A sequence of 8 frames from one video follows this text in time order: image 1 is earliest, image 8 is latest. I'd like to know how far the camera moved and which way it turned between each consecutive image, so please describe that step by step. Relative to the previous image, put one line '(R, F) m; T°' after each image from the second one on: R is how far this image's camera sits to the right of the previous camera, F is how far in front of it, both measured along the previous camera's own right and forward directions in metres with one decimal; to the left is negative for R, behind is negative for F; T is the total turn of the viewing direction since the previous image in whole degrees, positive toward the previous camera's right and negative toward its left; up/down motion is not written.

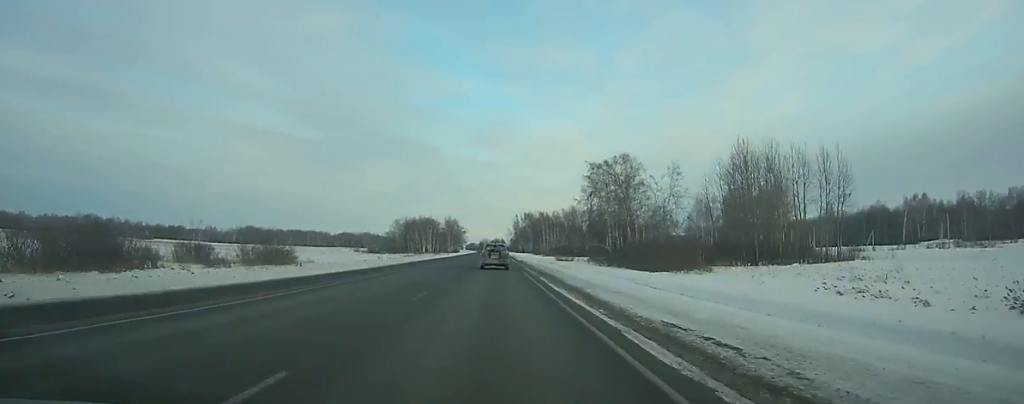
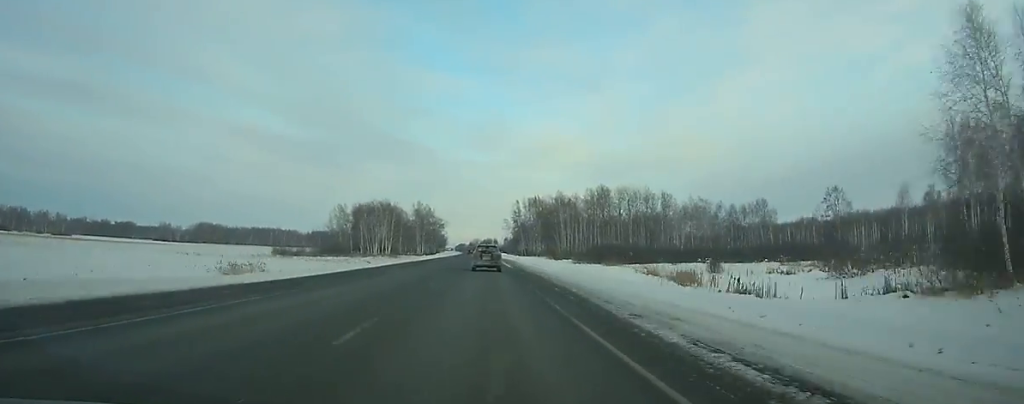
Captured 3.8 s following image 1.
(-0.1, +100.8) m; 0°
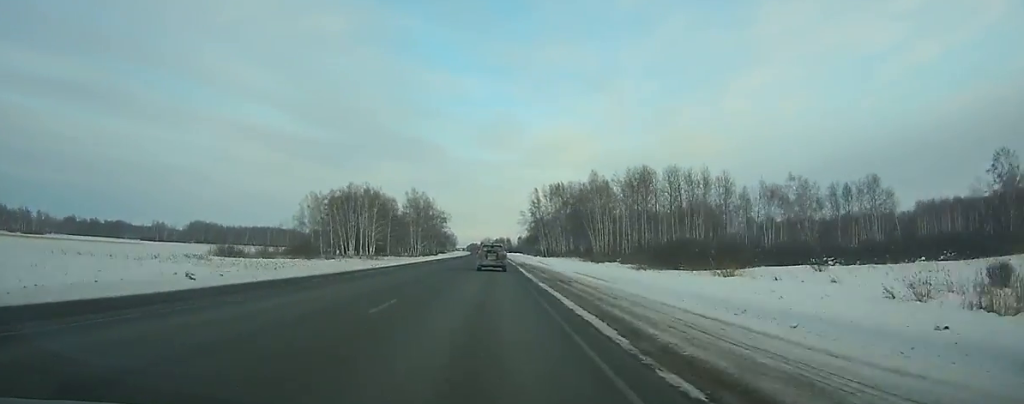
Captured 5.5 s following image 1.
(+0.1, +44.9) m; 0°
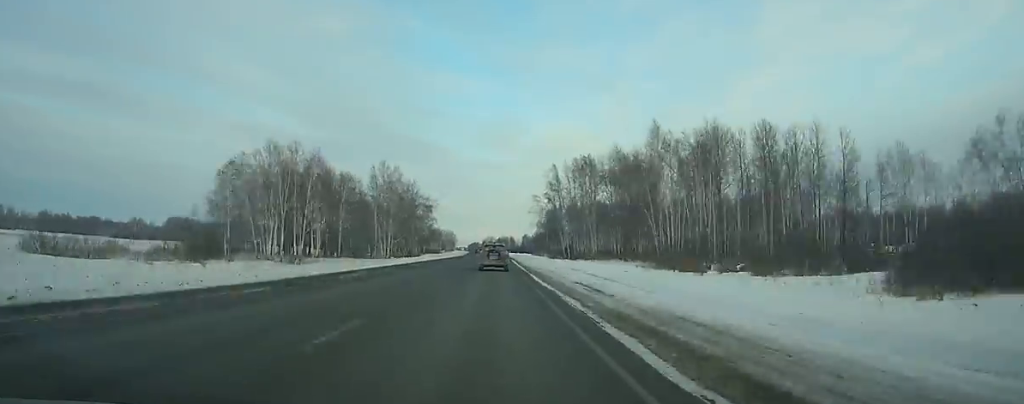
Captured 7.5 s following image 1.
(-0.3, +52.4) m; 0°
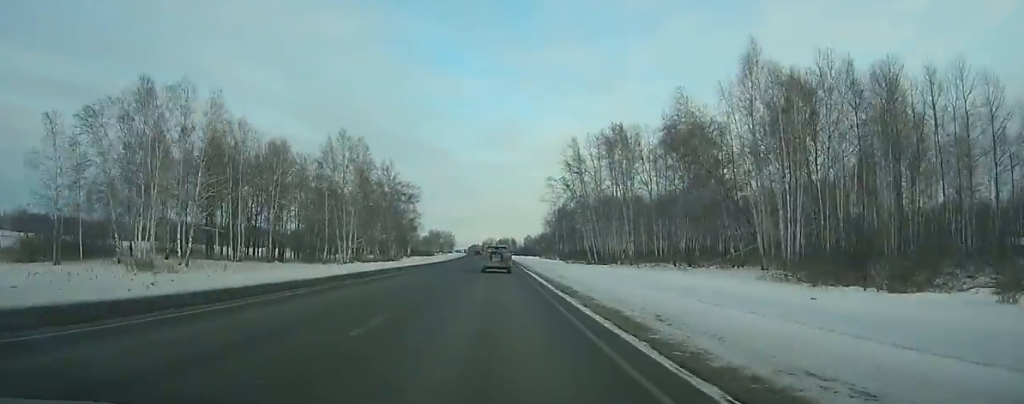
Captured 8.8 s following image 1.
(-0.1, +34.0) m; 0°
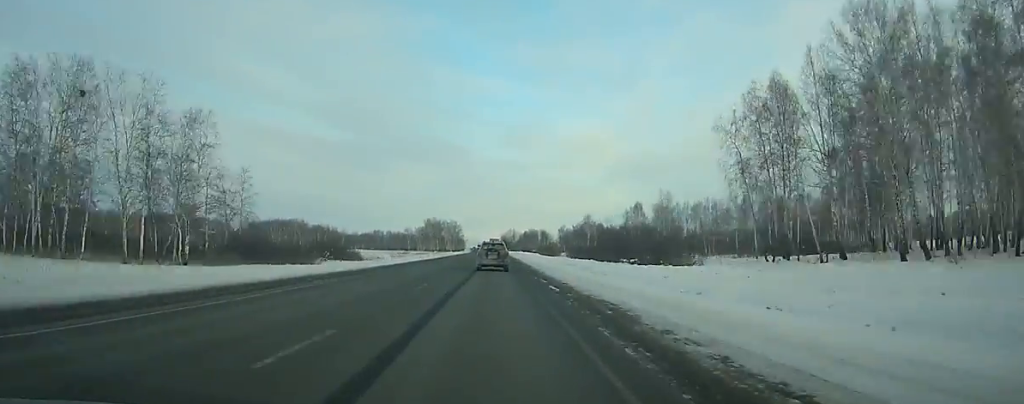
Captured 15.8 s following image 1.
(-2.0, +179.5) m; -2°
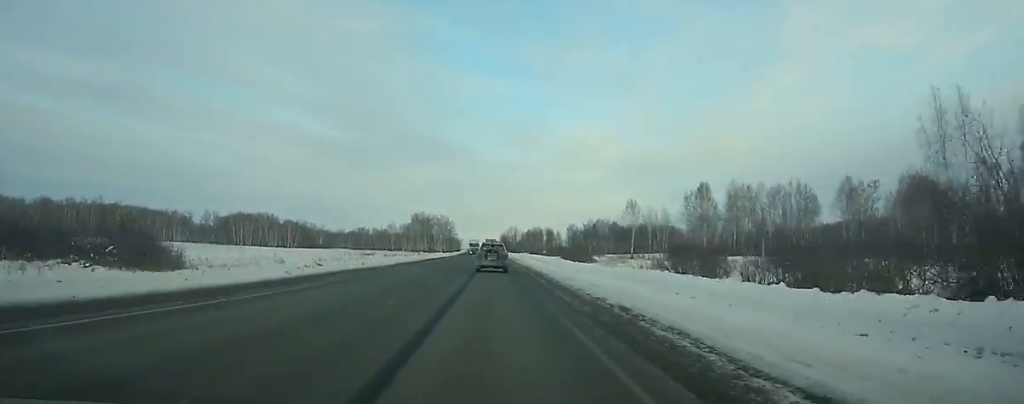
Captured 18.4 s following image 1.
(-0.4, +65.3) m; -1°
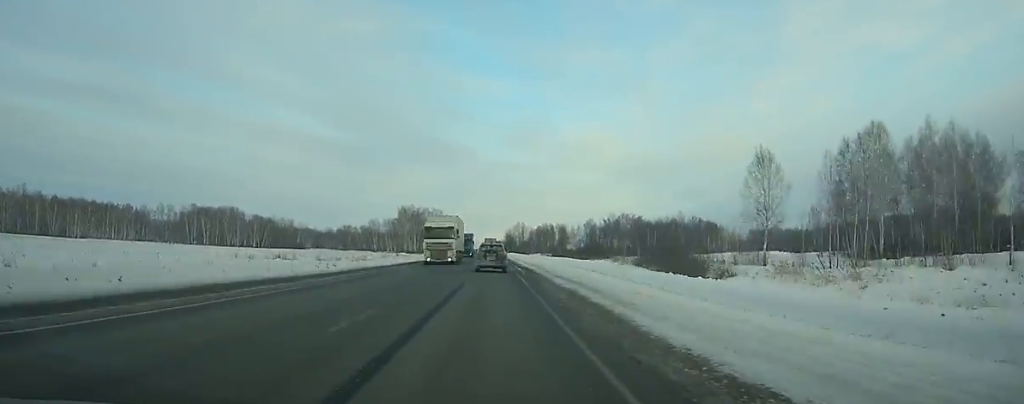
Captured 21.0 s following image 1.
(-0.2, +65.0) m; 0°
